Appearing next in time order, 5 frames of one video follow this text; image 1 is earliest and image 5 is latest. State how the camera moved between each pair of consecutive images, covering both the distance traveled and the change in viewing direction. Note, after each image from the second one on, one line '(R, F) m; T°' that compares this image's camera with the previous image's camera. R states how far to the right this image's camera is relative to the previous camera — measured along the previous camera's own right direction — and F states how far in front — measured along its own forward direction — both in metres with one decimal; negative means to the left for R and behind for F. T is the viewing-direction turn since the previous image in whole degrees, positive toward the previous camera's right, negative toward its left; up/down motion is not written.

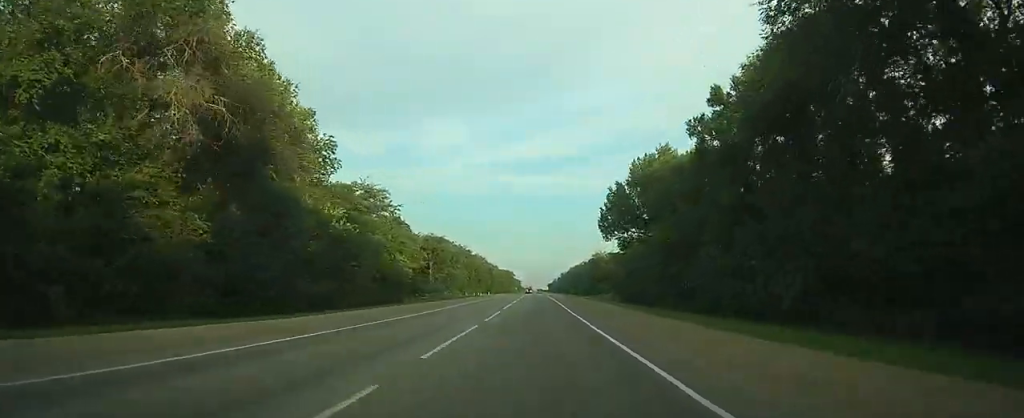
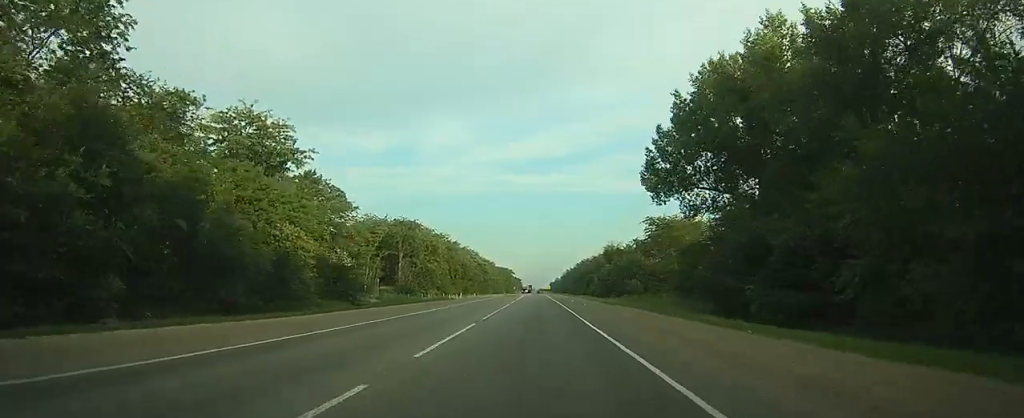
(0.0, +35.7) m; 0°
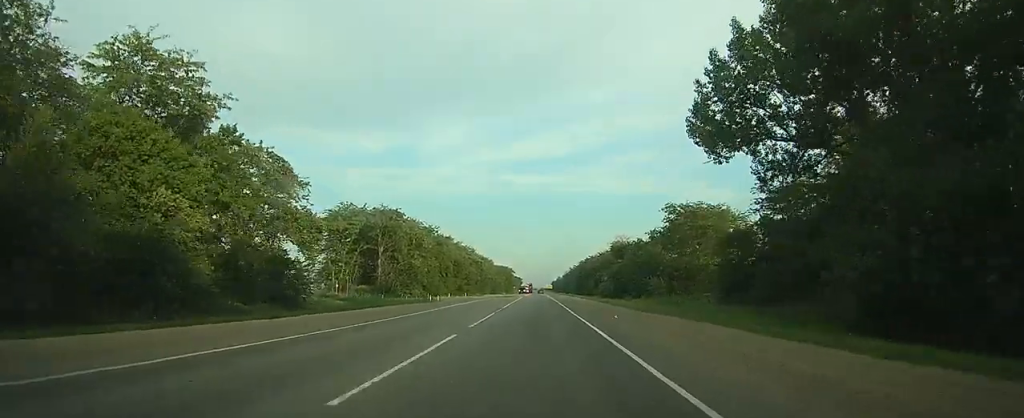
(0.0, +16.1) m; 0°
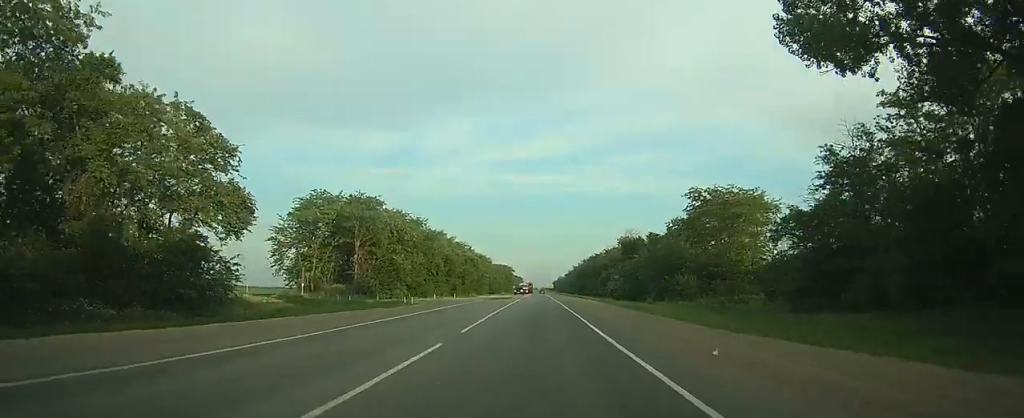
(0.0, +14.2) m; 0°
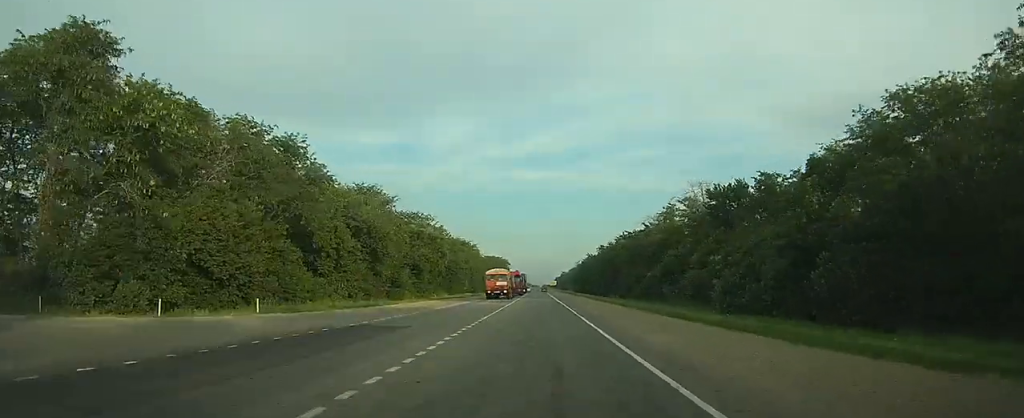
(0.0, +62.0) m; 0°
